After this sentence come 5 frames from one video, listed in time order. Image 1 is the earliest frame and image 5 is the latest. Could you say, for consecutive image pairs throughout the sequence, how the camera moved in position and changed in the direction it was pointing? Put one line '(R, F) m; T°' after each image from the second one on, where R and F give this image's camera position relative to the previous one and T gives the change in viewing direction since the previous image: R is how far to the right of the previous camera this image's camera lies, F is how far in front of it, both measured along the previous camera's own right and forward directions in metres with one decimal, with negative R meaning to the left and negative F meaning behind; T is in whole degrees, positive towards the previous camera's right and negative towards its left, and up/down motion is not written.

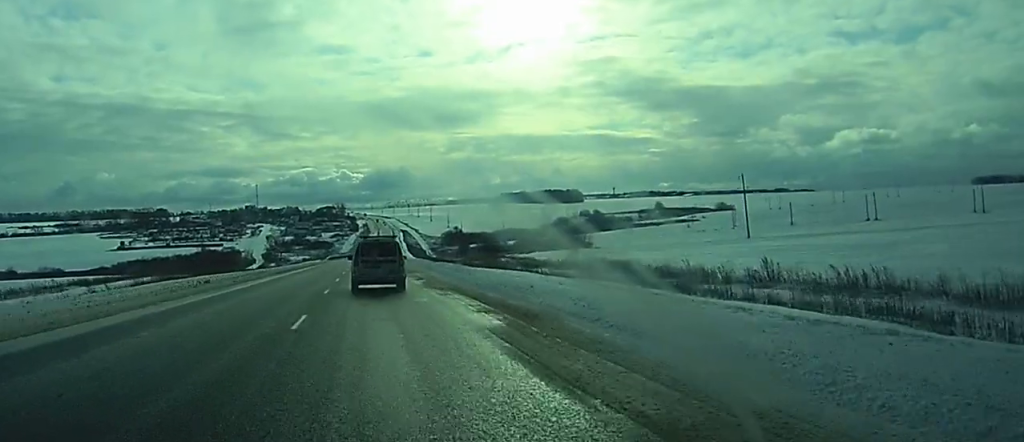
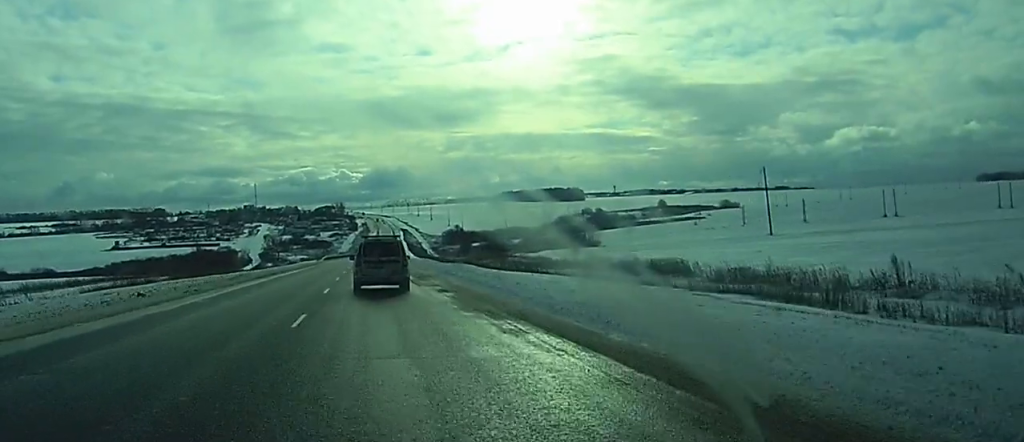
(0.0, +13.3) m; 0°
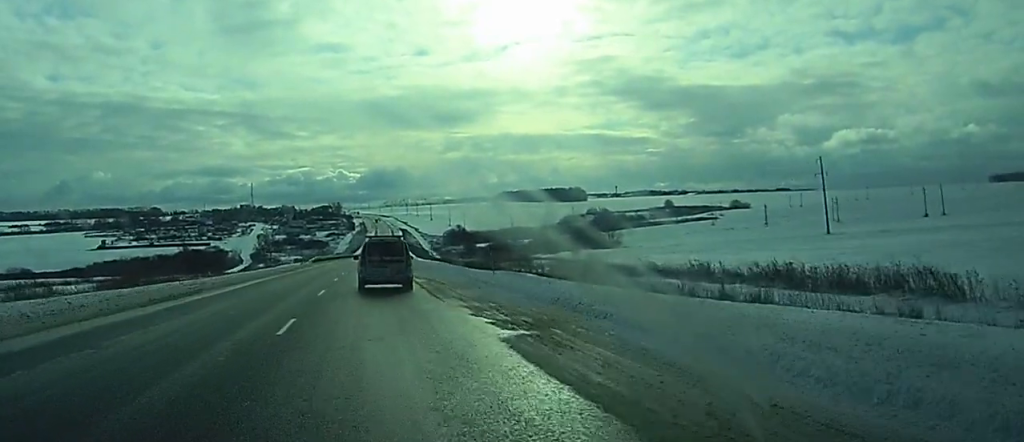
(+0.1, +28.2) m; 0°
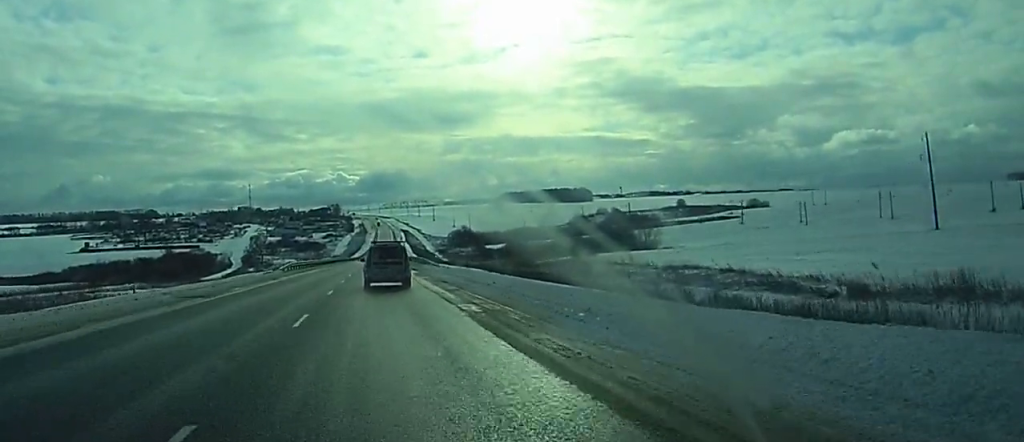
(+0.1, +36.0) m; +1°
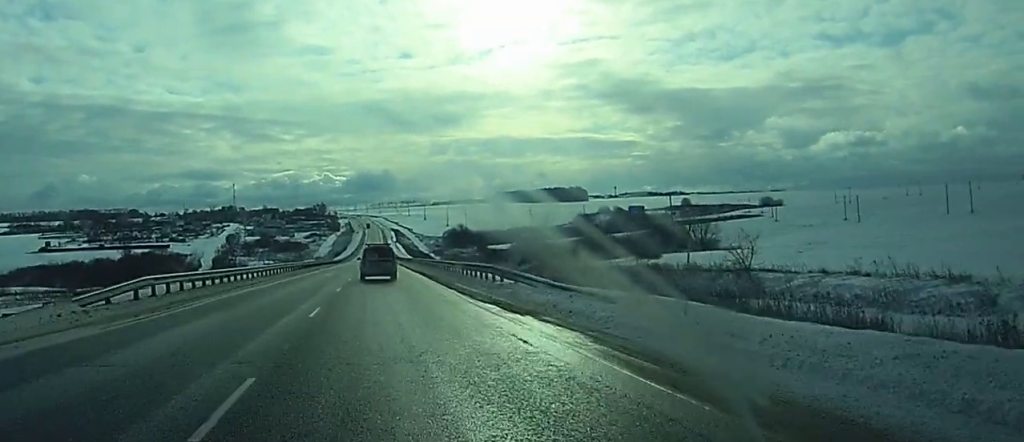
(+0.3, +45.9) m; +1°
